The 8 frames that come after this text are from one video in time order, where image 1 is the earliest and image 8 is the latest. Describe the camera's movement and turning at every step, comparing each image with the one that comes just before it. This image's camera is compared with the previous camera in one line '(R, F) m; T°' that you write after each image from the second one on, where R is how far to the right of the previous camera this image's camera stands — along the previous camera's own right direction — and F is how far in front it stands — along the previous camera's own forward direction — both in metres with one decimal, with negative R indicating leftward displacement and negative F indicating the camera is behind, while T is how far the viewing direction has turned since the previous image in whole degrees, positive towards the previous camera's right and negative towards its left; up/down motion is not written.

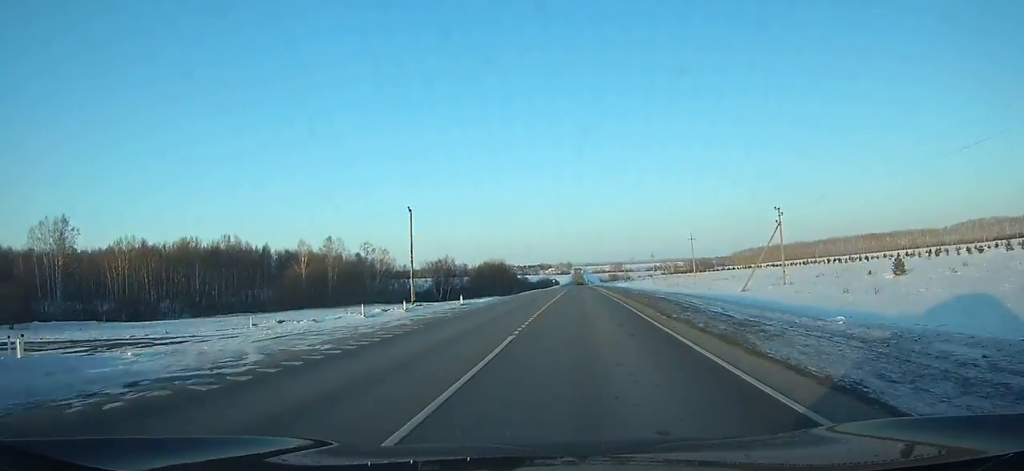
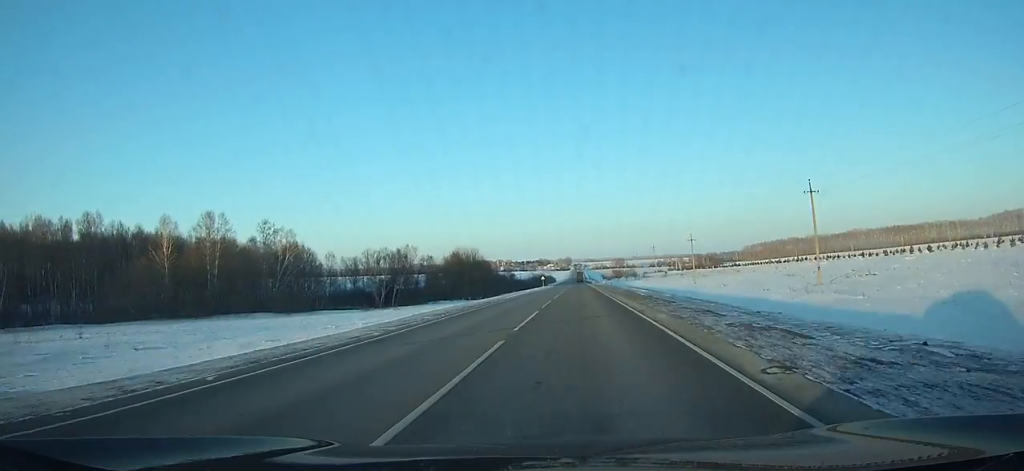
(-0.1, +62.4) m; 0°
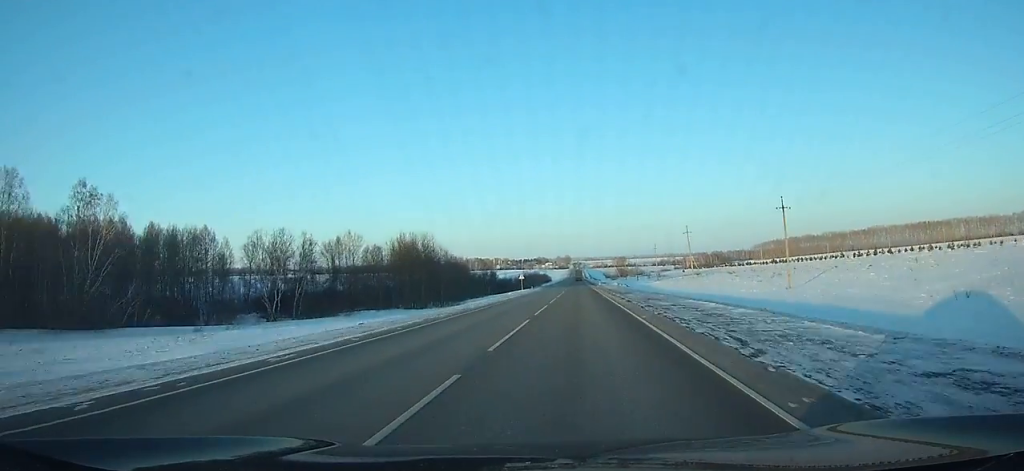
(0.0, +51.6) m; 0°
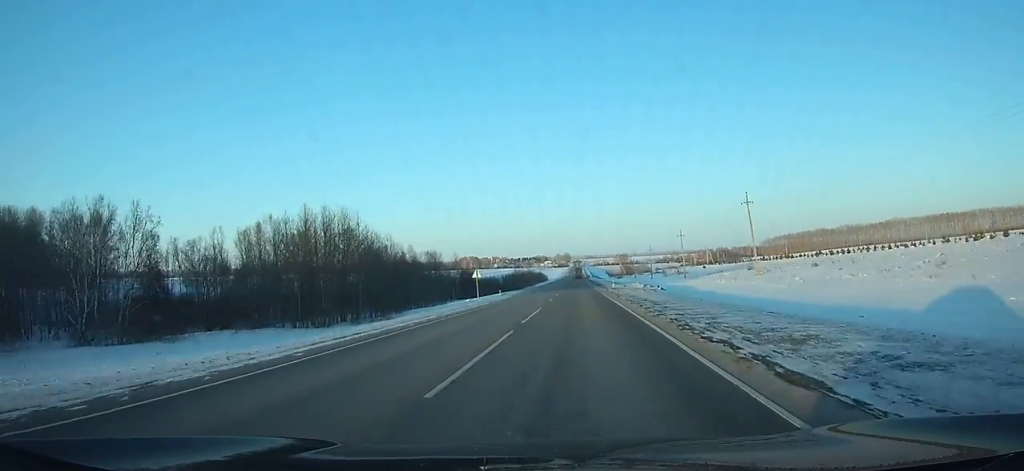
(0.0, +40.9) m; 0°
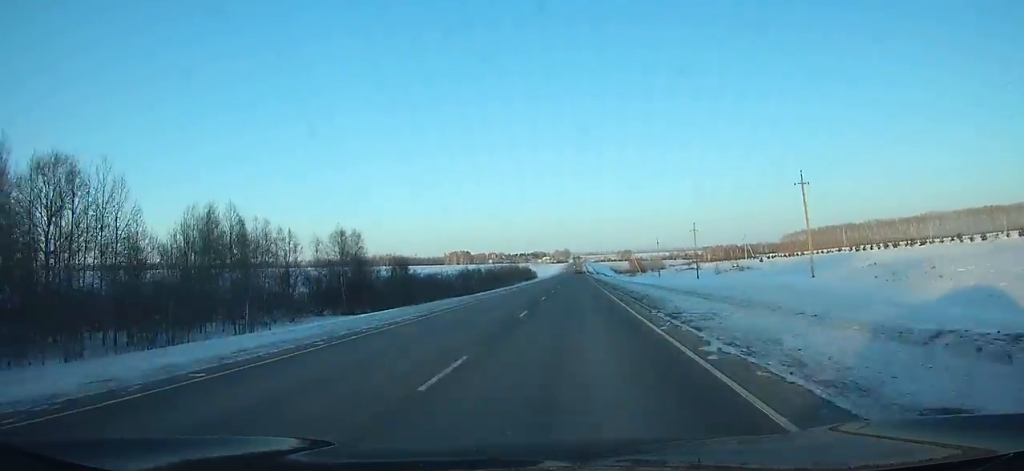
(0.0, +65.9) m; 0°
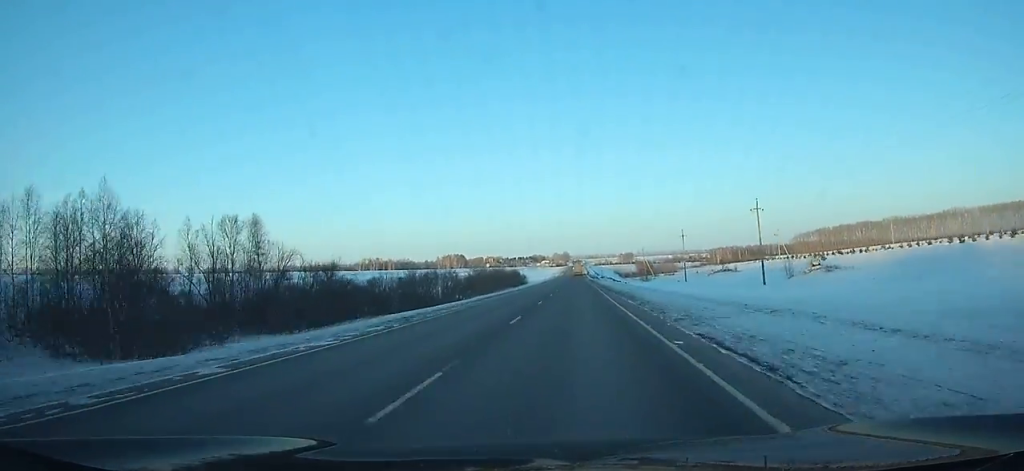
(+0.1, +38.8) m; 0°
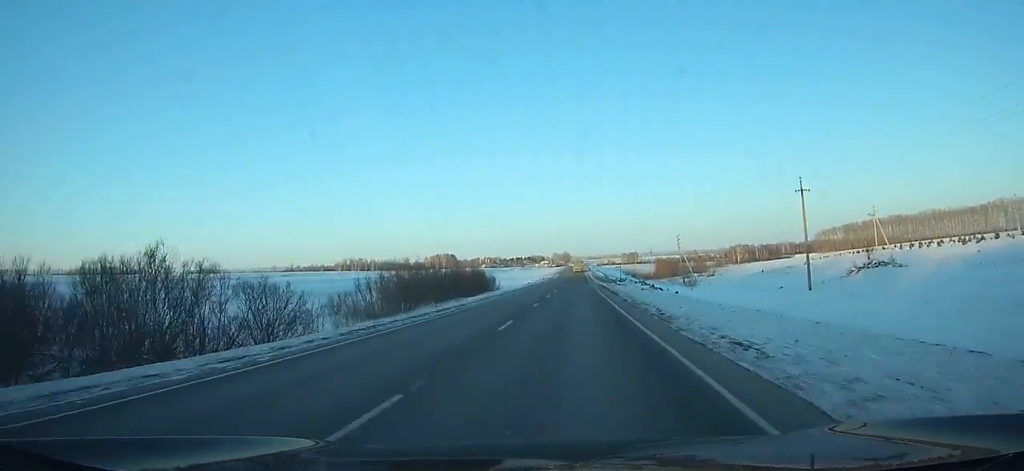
(-0.1, +61.2) m; 0°
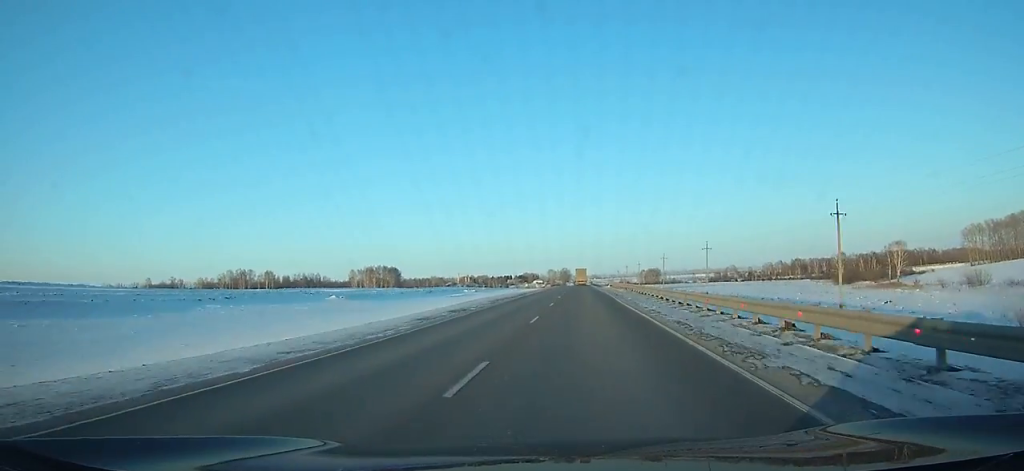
(-0.5, +226.9) m; 0°
